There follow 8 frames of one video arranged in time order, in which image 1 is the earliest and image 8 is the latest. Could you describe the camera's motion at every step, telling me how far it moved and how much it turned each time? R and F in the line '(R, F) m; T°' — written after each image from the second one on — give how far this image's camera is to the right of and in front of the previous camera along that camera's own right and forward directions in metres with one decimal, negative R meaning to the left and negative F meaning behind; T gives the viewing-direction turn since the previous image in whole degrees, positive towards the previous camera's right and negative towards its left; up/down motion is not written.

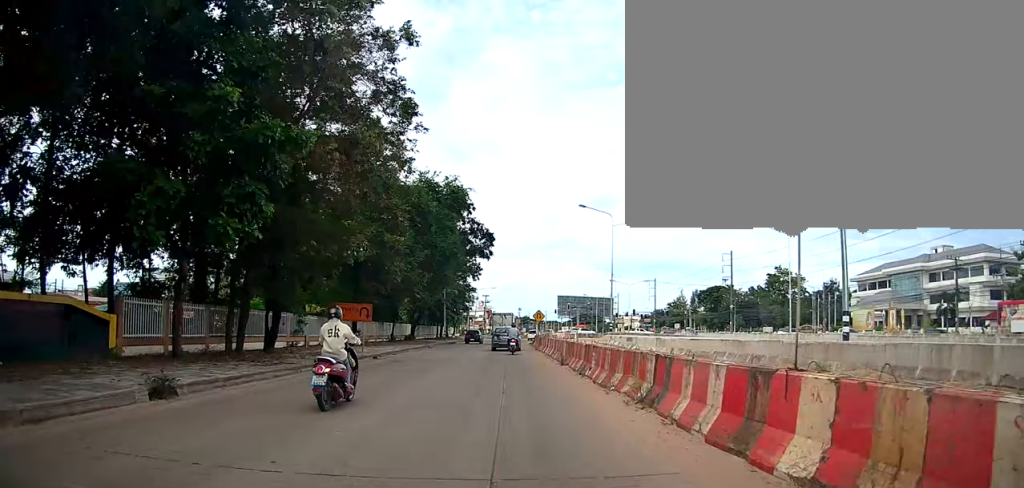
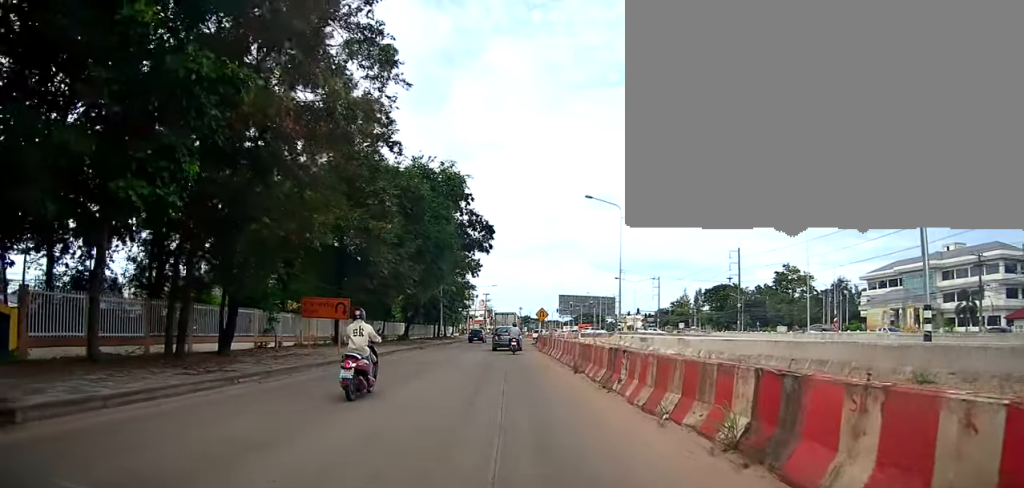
(0.0, +3.8) m; 0°
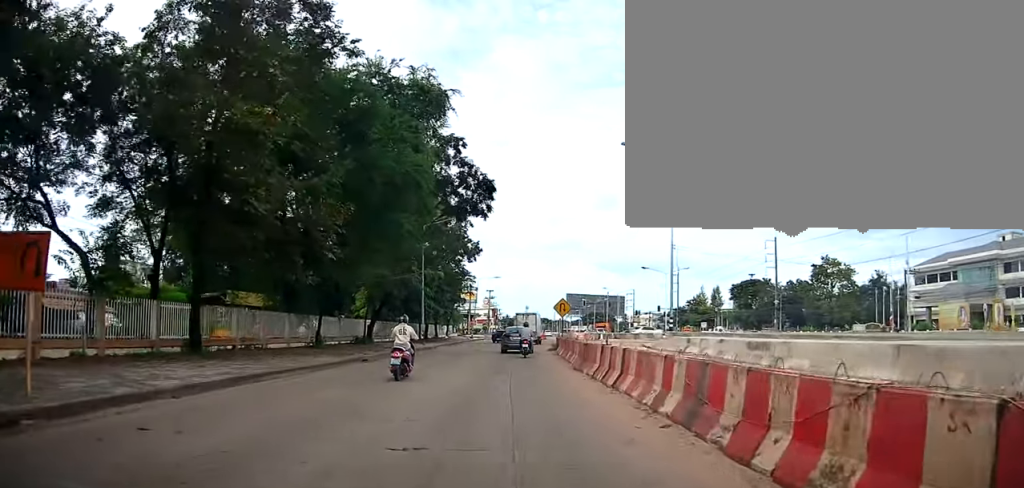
(0.0, +15.5) m; -1°
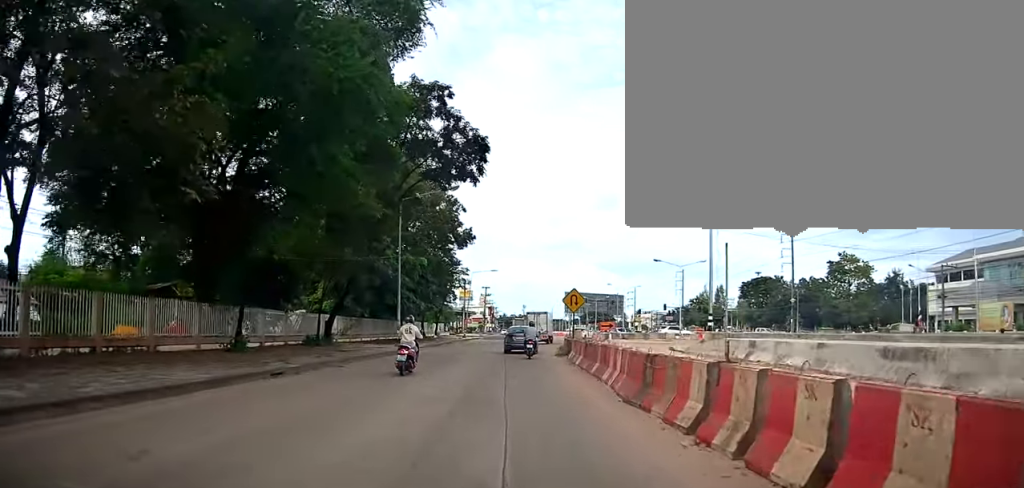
(-0.1, +8.1) m; -1°
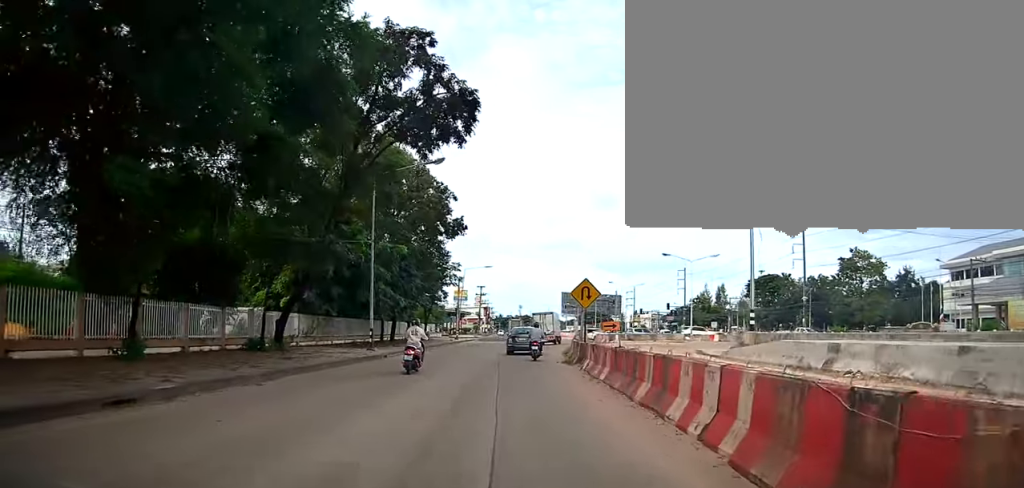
(-0.2, +5.9) m; +1°
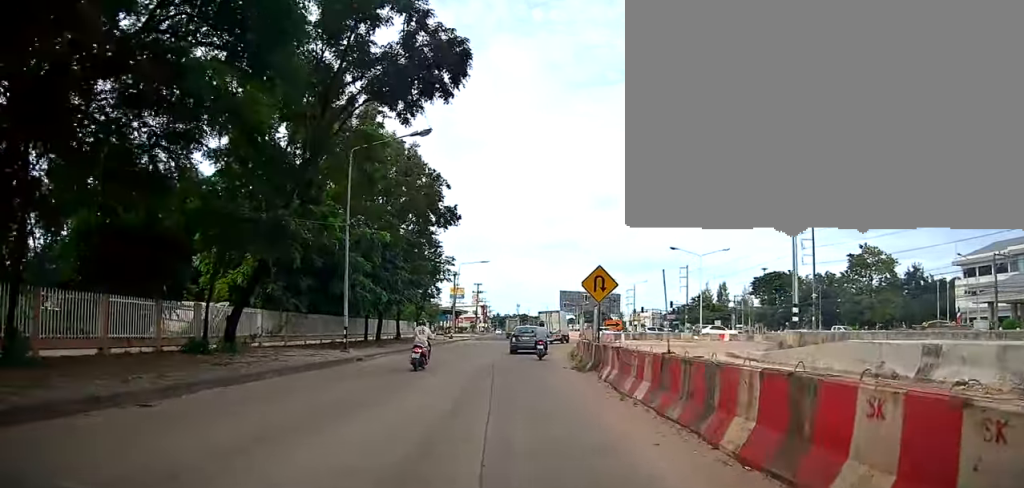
(+0.3, +4.1) m; +1°
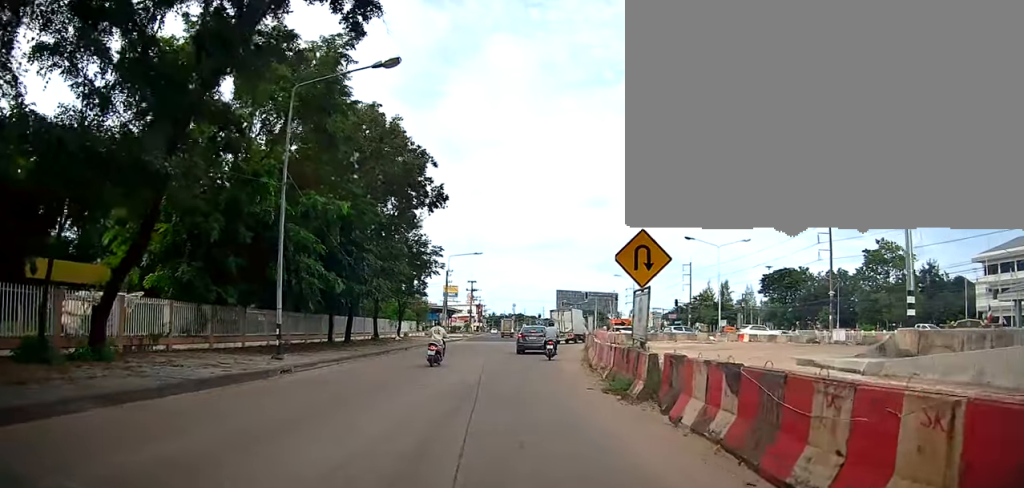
(0.0, +6.6) m; 0°
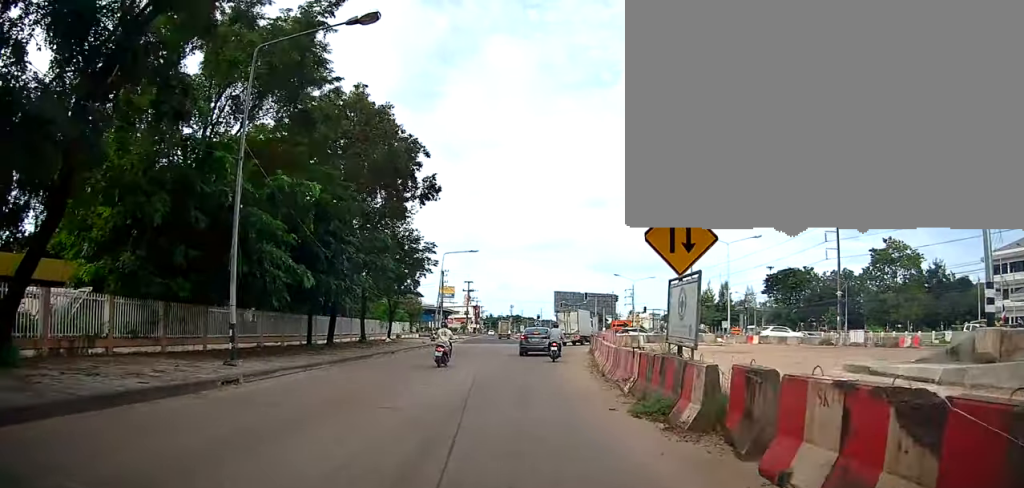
(-0.1, +2.9) m; -1°
